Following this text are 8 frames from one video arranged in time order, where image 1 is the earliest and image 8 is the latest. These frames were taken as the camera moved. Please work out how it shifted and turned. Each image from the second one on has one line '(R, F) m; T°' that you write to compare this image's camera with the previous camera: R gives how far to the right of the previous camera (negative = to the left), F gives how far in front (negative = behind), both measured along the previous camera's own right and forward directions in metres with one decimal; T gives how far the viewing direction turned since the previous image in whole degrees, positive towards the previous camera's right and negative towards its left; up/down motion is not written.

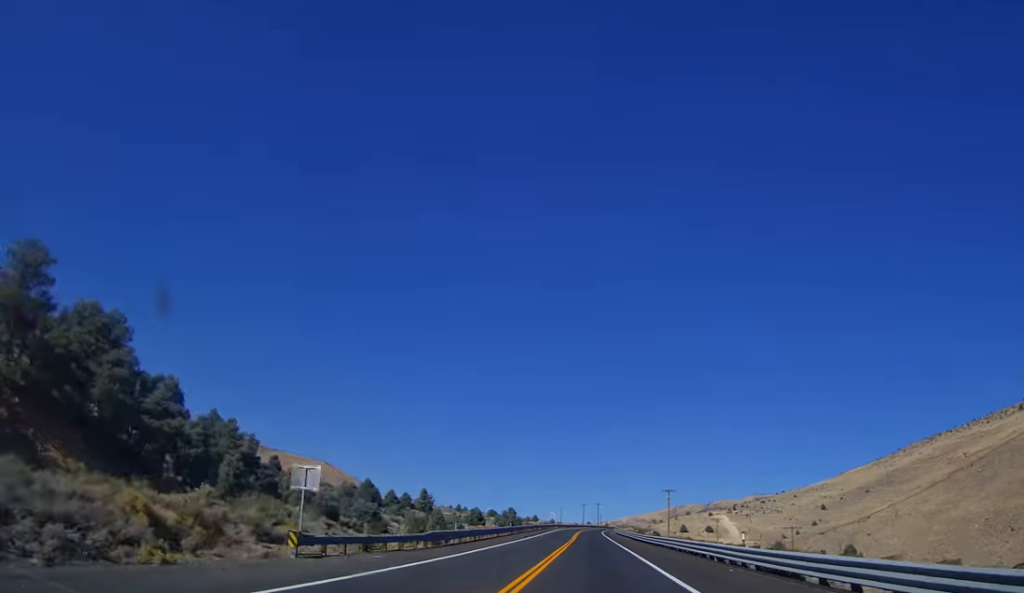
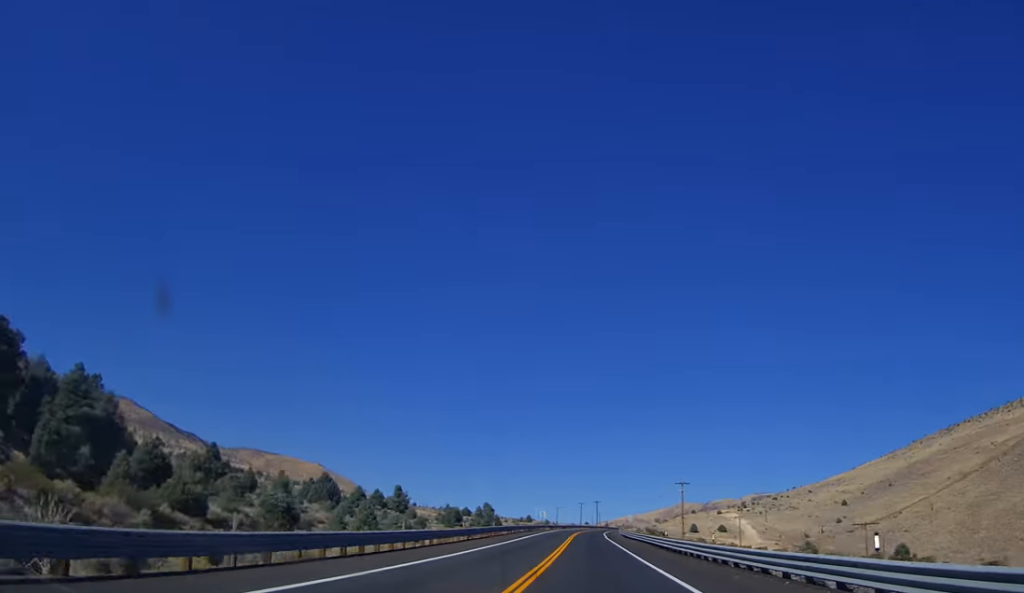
(0.0, +26.0) m; 0°
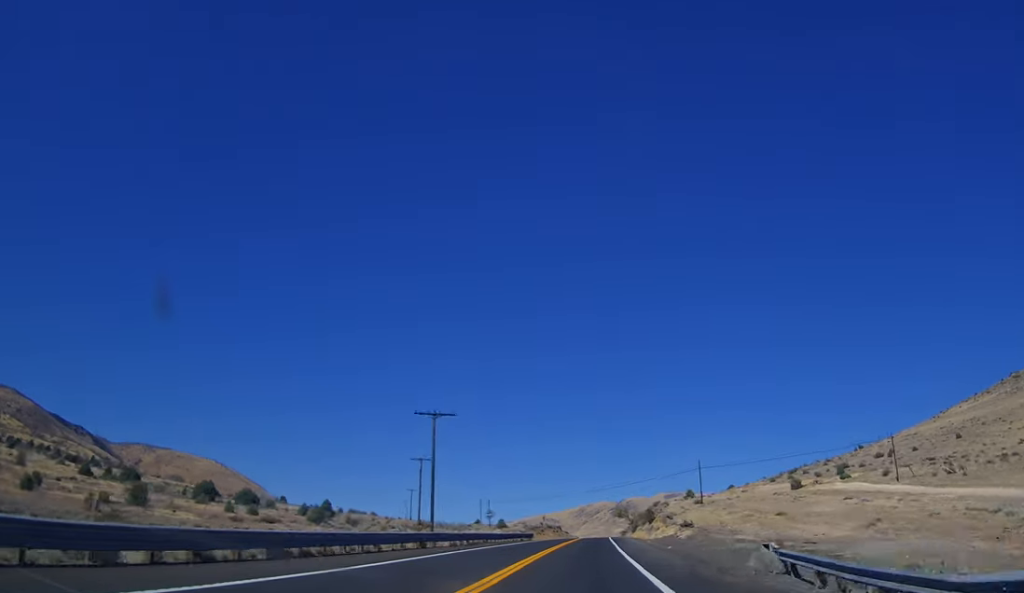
(+7.0, +185.5) m; +7°
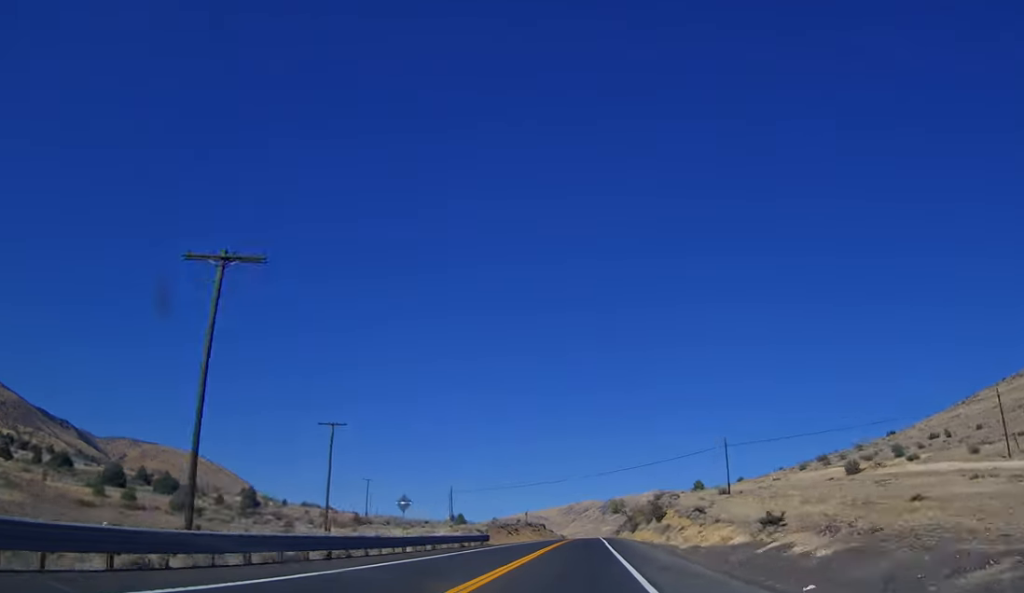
(+0.5, +29.8) m; +2°
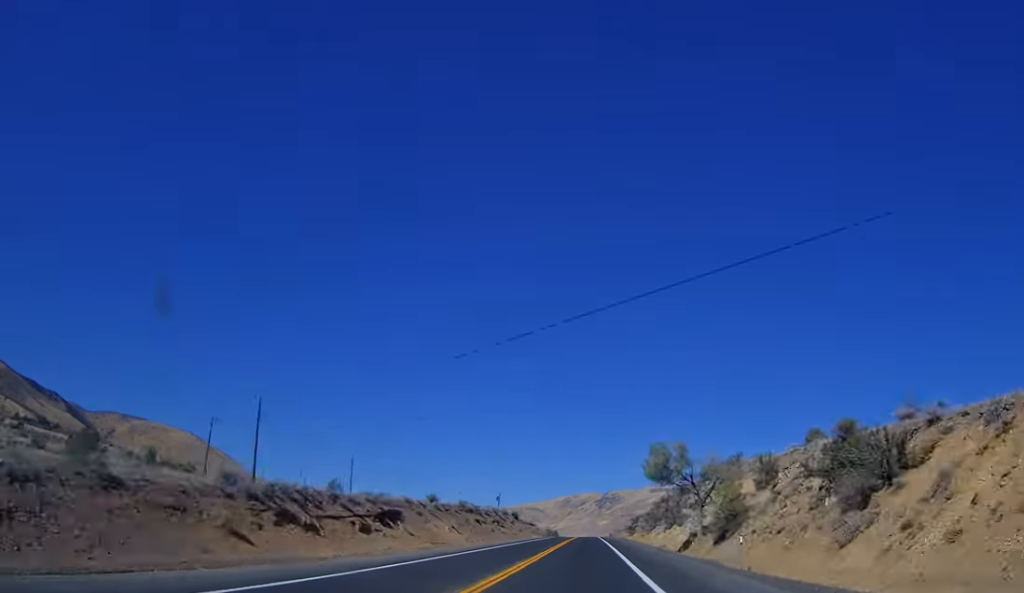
(+1.7, +72.6) m; +1°
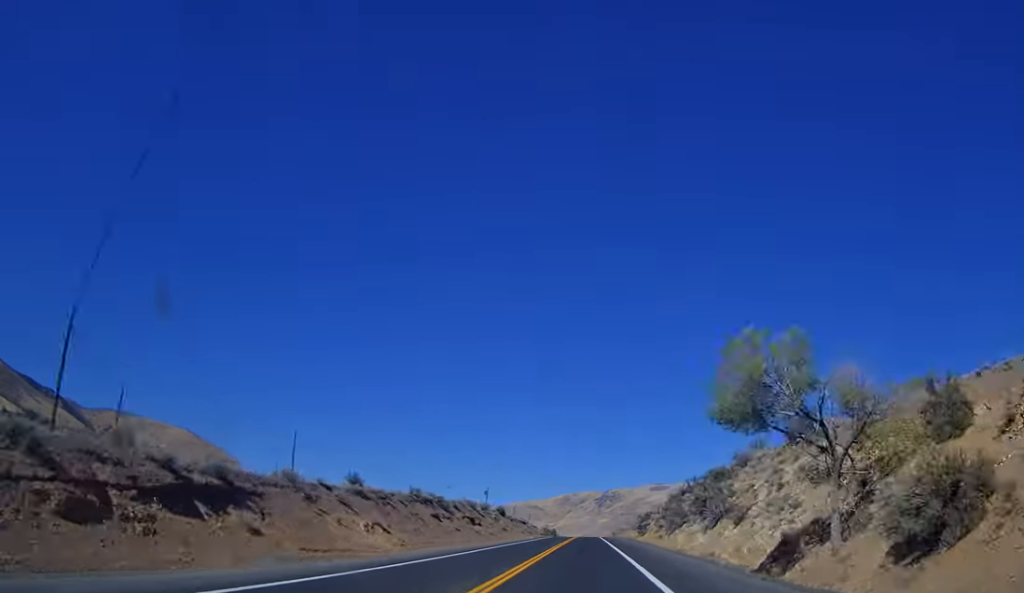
(0.0, +21.3) m; 0°
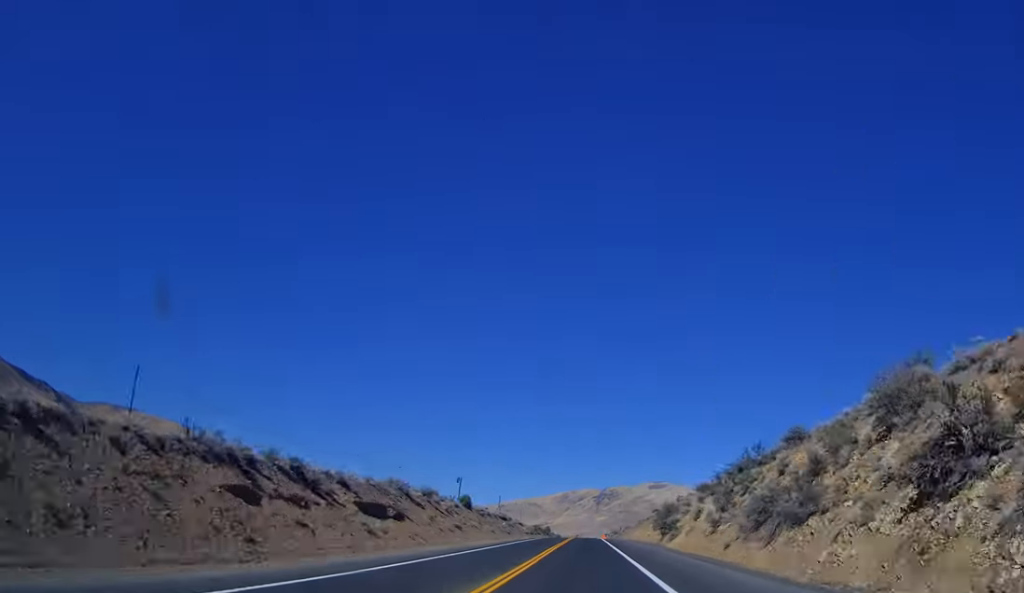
(0.0, +31.9) m; 0°
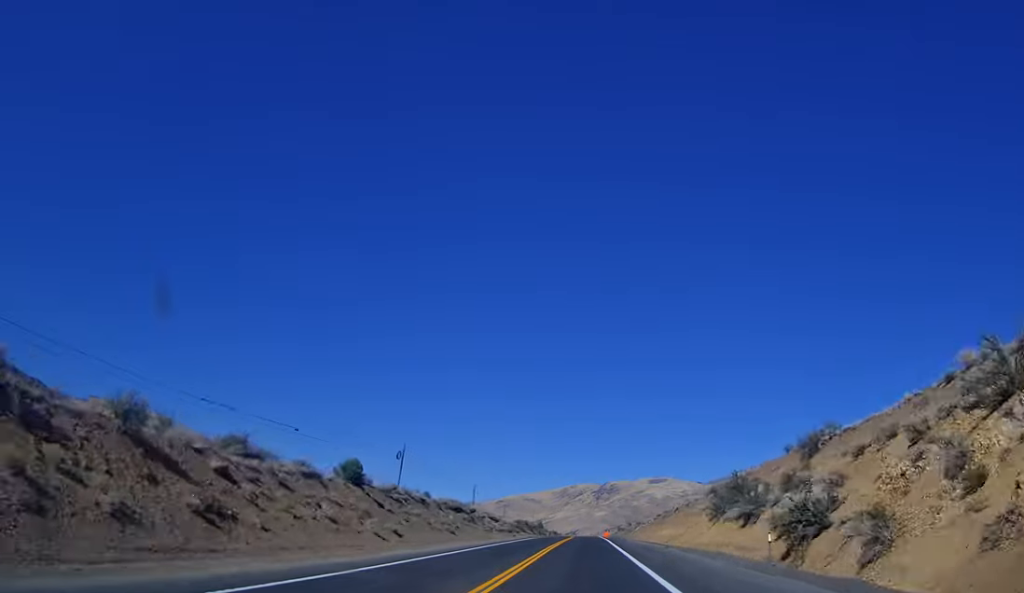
(-0.1, +40.7) m; 0°
